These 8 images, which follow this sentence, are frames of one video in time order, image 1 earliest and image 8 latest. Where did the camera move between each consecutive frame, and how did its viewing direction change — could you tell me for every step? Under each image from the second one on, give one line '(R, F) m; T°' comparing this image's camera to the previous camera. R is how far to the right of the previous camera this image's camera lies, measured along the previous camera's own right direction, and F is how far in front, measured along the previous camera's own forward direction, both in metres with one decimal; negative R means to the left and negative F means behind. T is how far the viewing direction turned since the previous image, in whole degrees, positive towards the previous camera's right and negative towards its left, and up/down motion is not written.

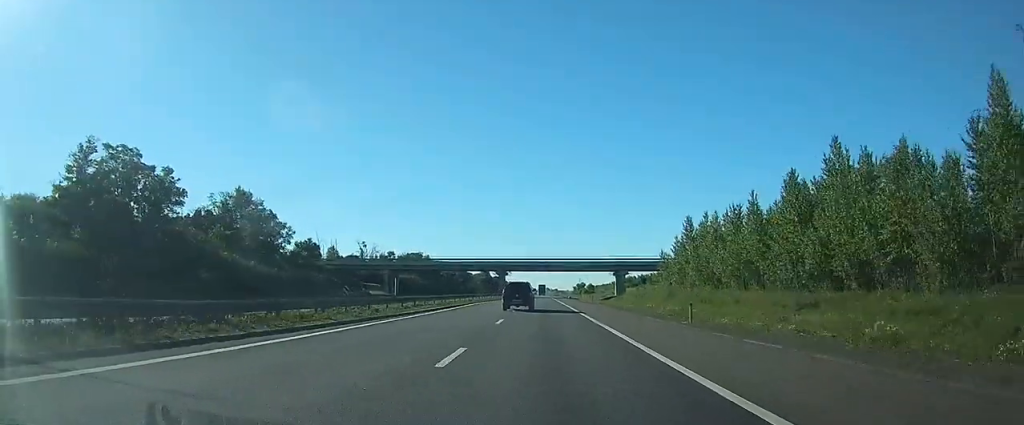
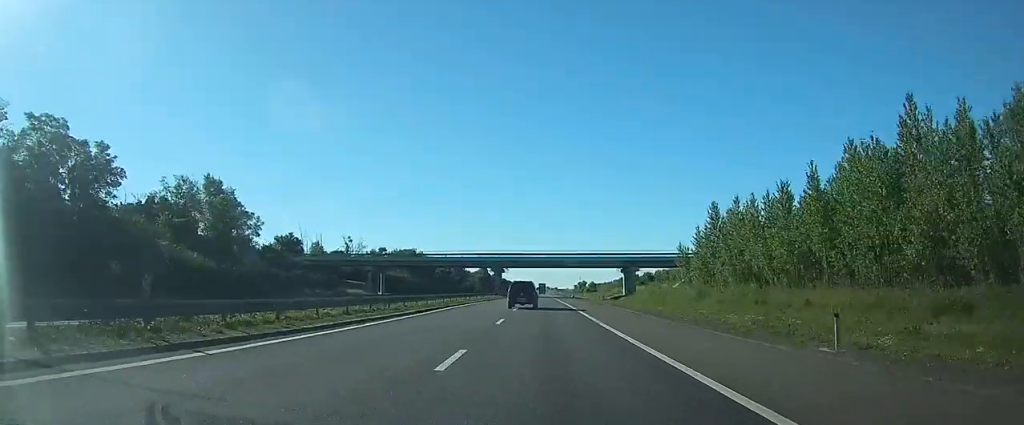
(0.0, +12.3) m; 0°
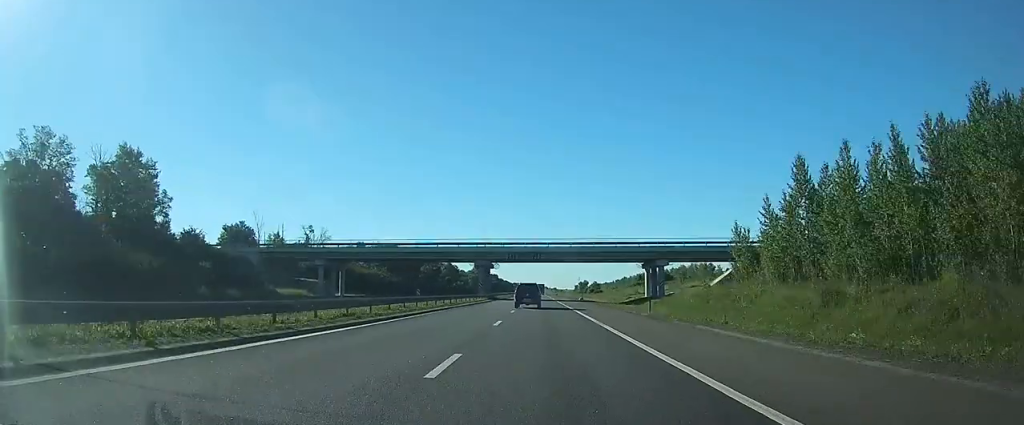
(+0.2, +24.8) m; 0°
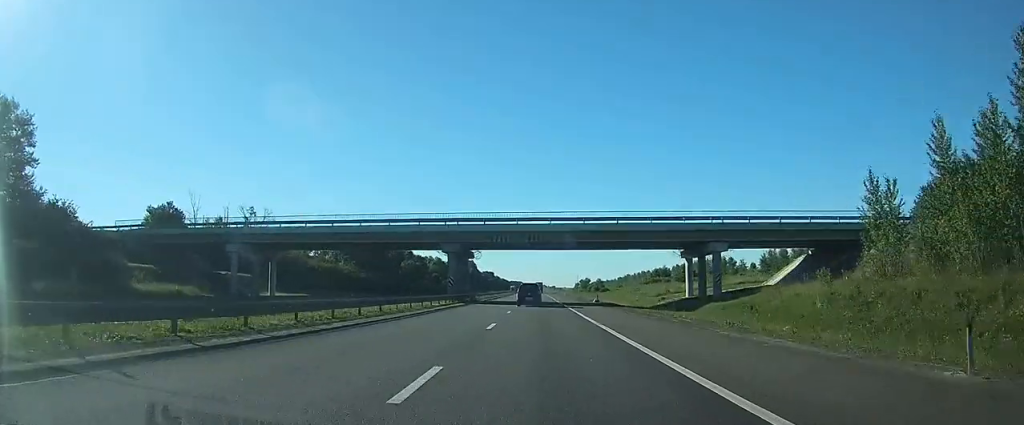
(0.0, +25.8) m; 0°
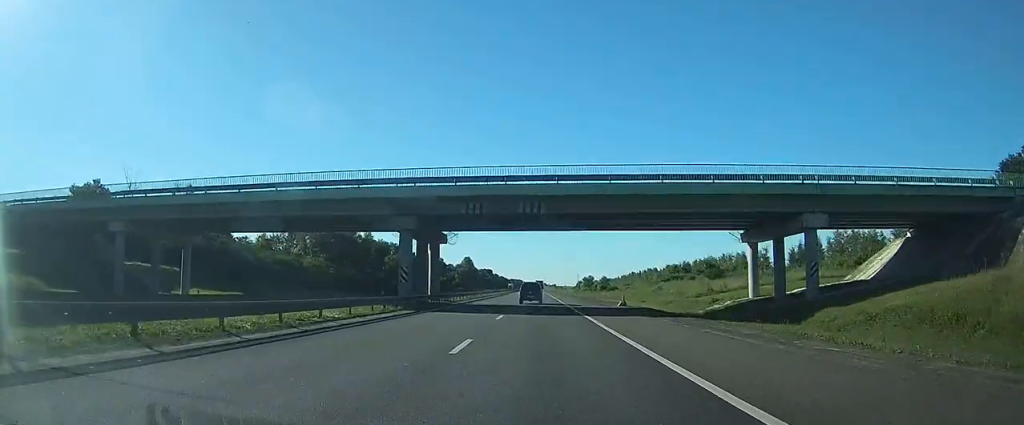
(0.0, +19.3) m; 0°
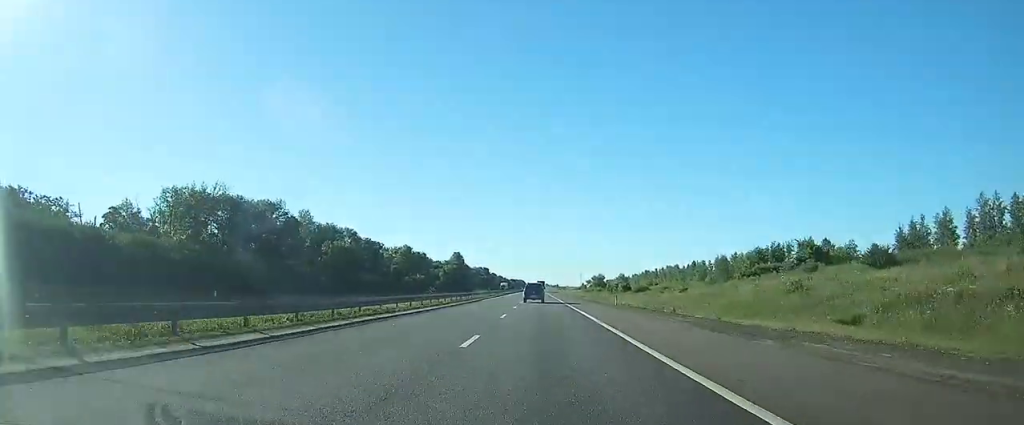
(-0.1, +46.5) m; 0°
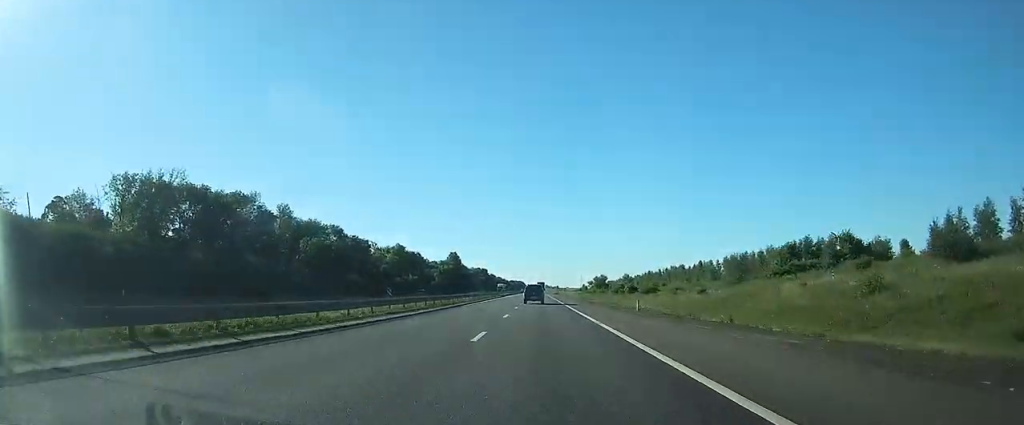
(0.0, +10.2) m; 0°
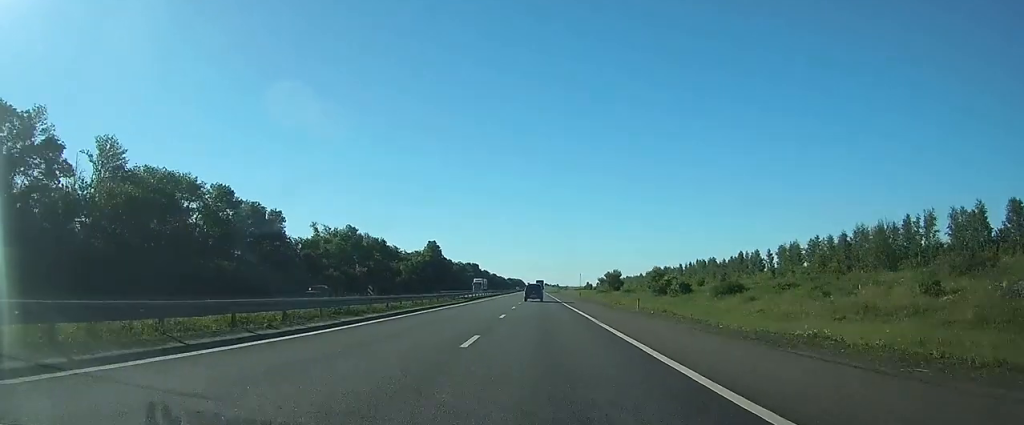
(-0.1, +49.2) m; 0°
